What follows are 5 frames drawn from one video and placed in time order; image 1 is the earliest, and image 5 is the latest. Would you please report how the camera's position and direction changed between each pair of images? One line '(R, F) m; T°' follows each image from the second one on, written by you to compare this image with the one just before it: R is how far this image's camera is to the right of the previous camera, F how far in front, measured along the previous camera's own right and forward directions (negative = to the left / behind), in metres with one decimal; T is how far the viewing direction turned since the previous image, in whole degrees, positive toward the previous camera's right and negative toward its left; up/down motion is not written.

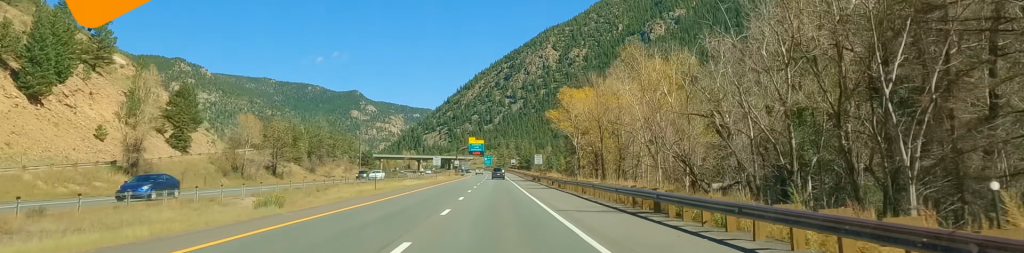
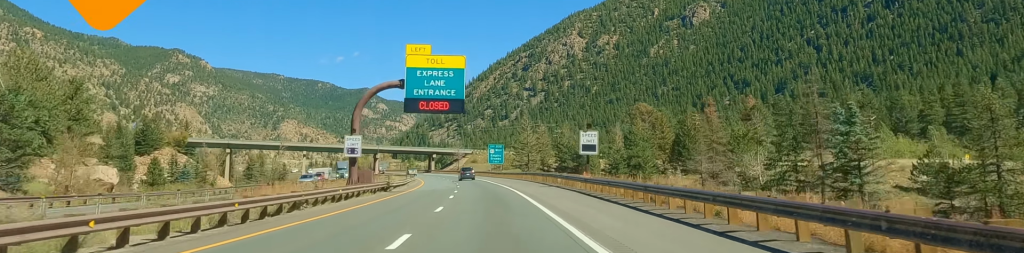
(-1.8, +165.7) m; -3°
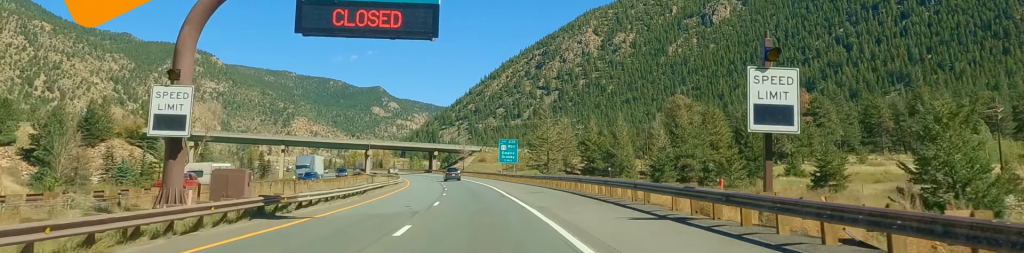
(-0.4, +31.2) m; -2°
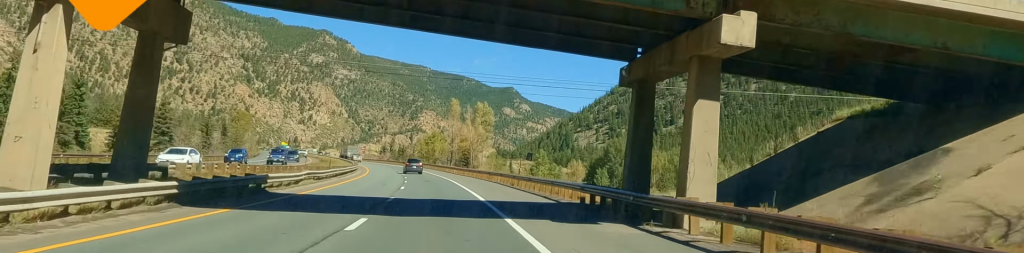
(-18.8, +160.1) m; -13°
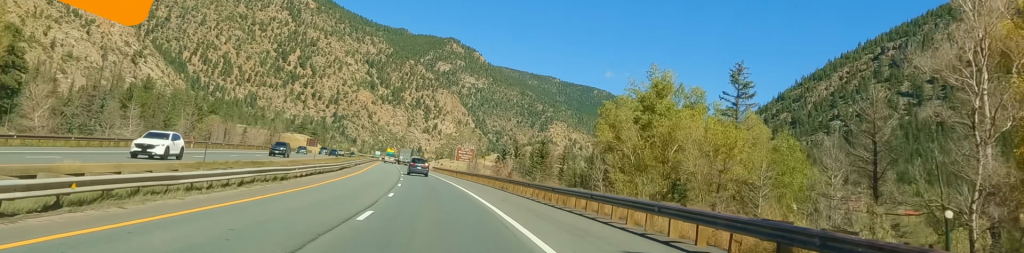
(-10.4, +130.1) m; -8°
